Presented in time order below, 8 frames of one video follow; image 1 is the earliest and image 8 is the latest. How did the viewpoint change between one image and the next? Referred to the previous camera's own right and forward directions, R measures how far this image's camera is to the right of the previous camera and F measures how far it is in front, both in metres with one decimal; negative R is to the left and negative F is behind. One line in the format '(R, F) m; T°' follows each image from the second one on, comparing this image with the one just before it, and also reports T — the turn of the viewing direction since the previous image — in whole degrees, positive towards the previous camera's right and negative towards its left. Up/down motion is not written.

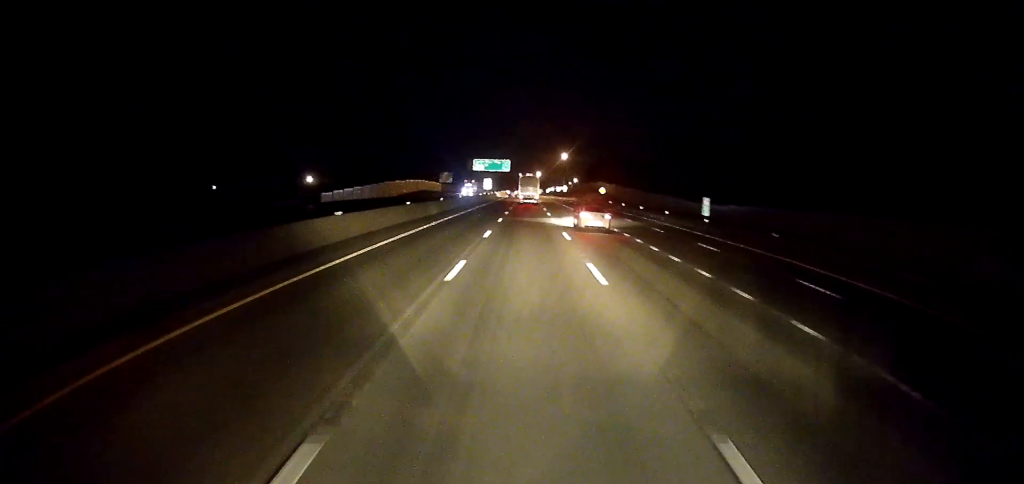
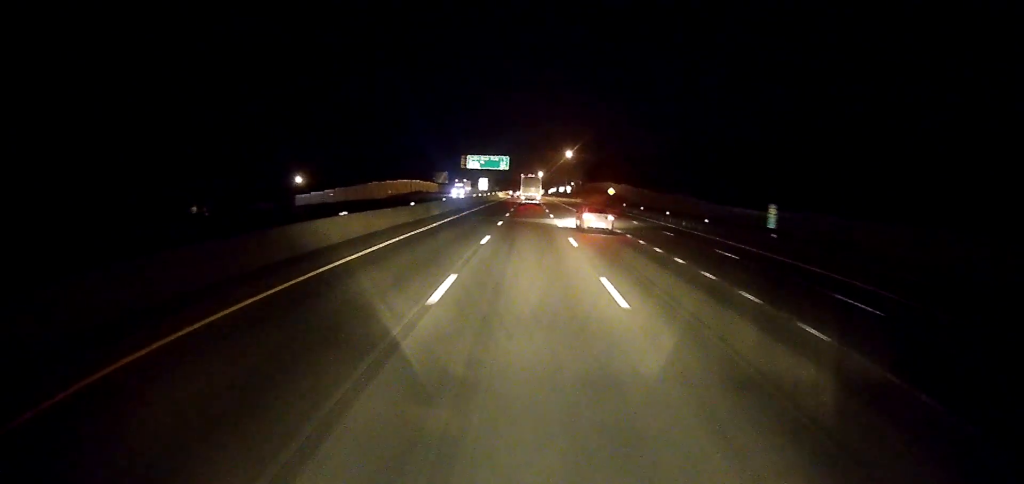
(0.0, +14.8) m; 0°
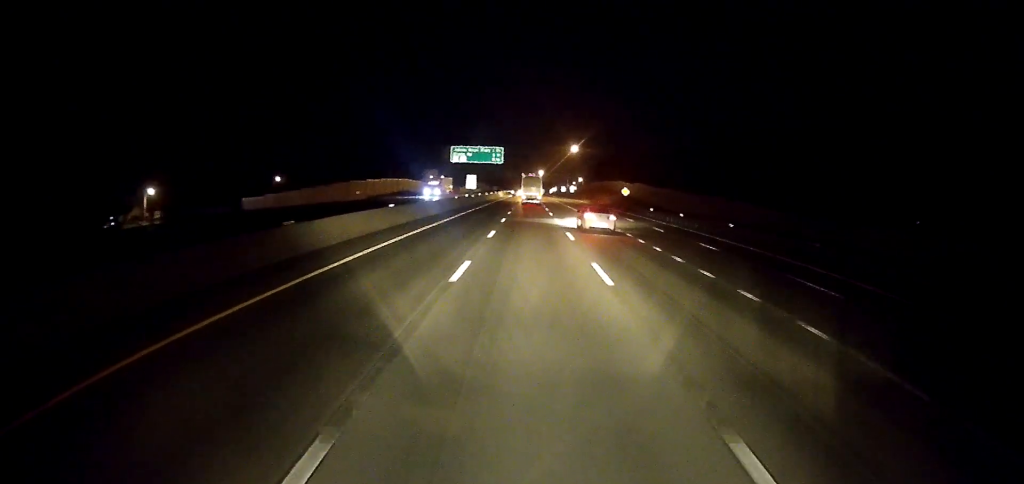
(0.0, +21.8) m; 0°
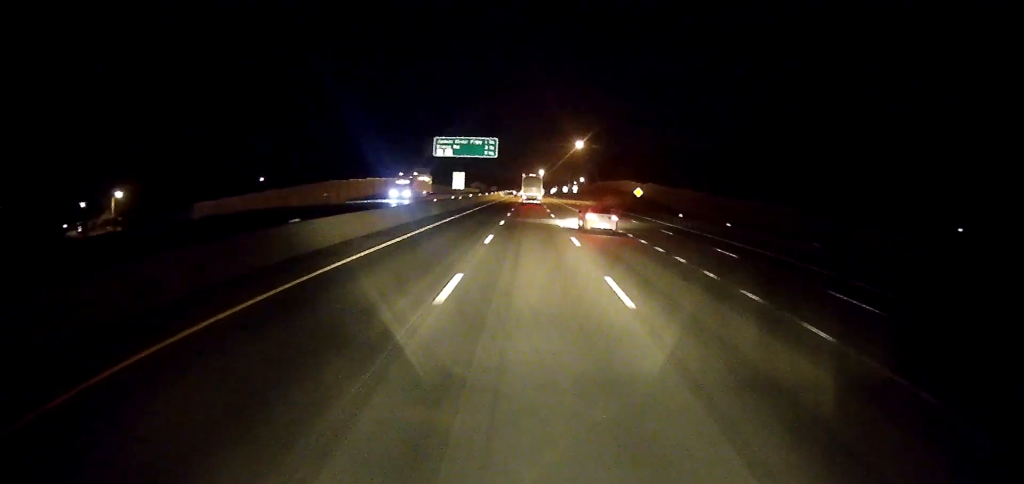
(0.0, +14.8) m; +1°
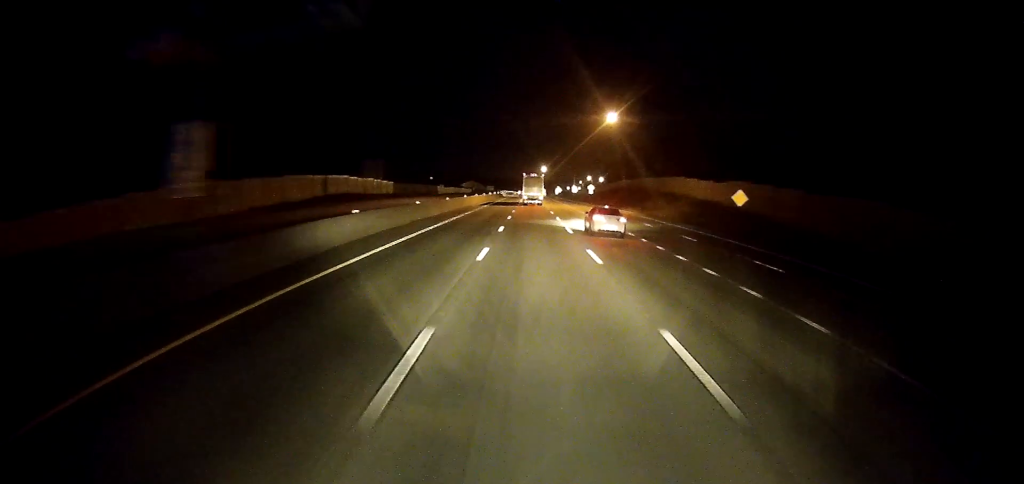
(+0.9, +54.3) m; 0°
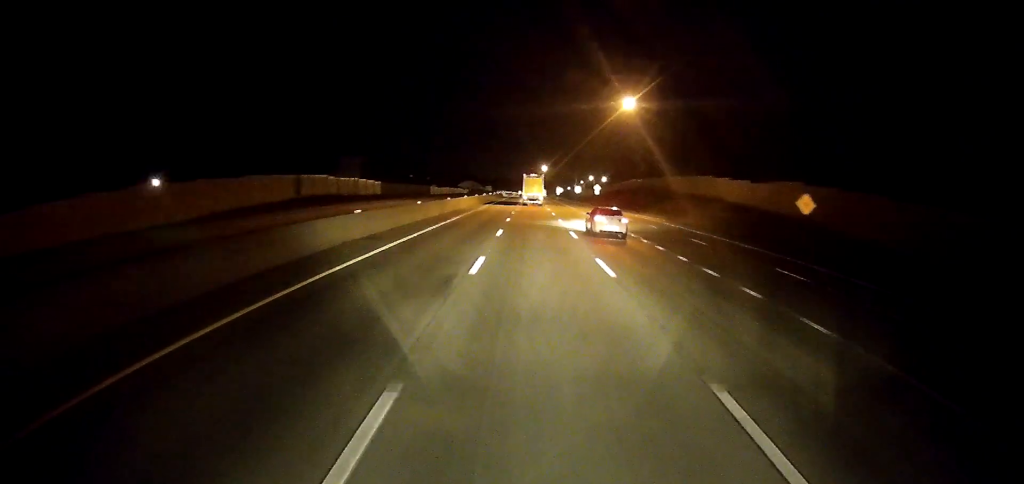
(-0.2, +14.8) m; -1°
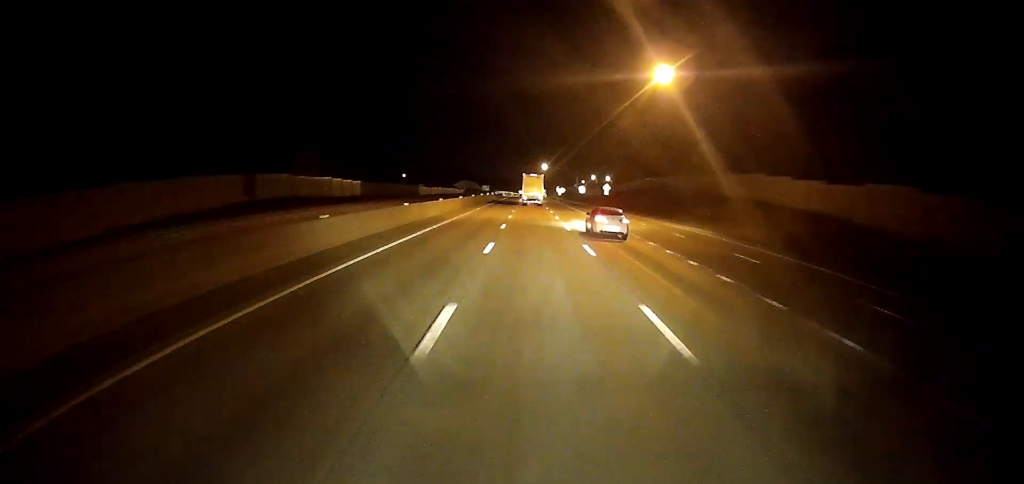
(-0.1, +19.8) m; 0°
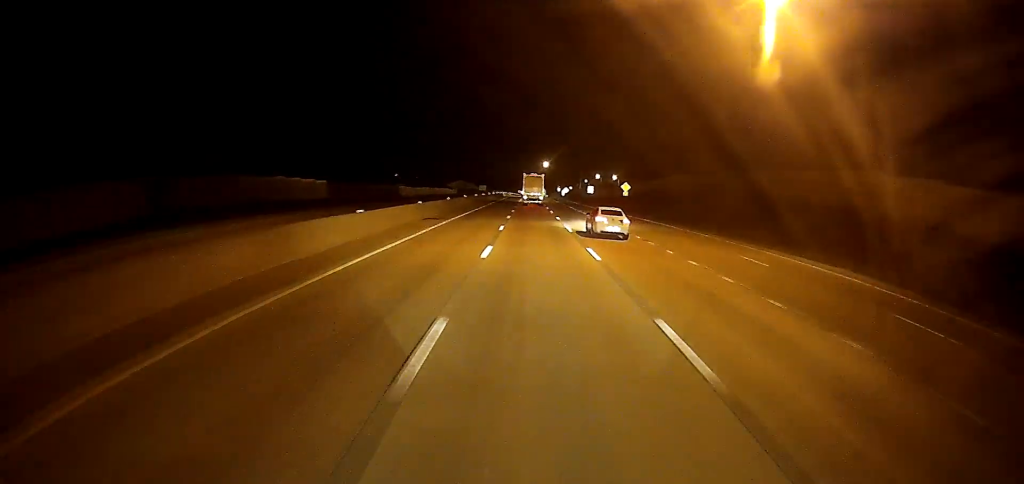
(0.0, +25.6) m; 0°
